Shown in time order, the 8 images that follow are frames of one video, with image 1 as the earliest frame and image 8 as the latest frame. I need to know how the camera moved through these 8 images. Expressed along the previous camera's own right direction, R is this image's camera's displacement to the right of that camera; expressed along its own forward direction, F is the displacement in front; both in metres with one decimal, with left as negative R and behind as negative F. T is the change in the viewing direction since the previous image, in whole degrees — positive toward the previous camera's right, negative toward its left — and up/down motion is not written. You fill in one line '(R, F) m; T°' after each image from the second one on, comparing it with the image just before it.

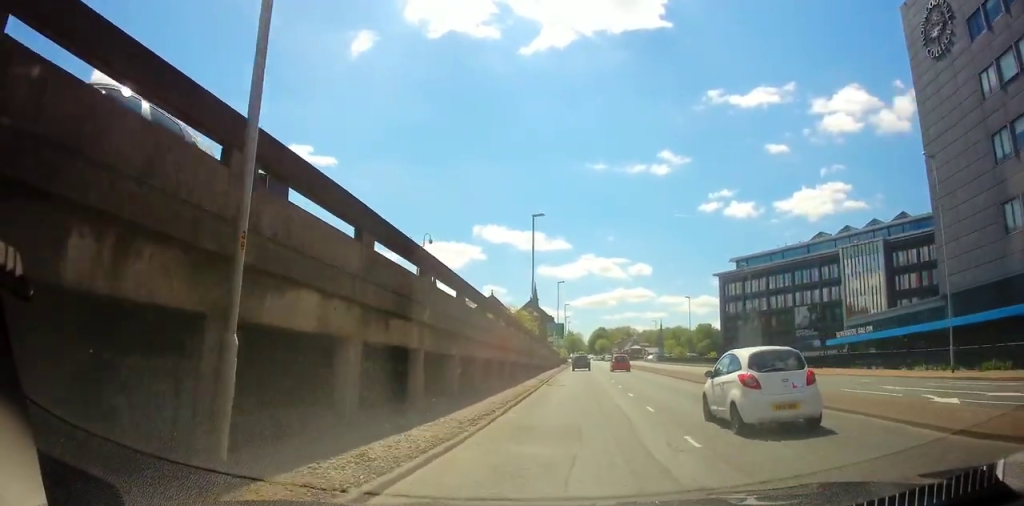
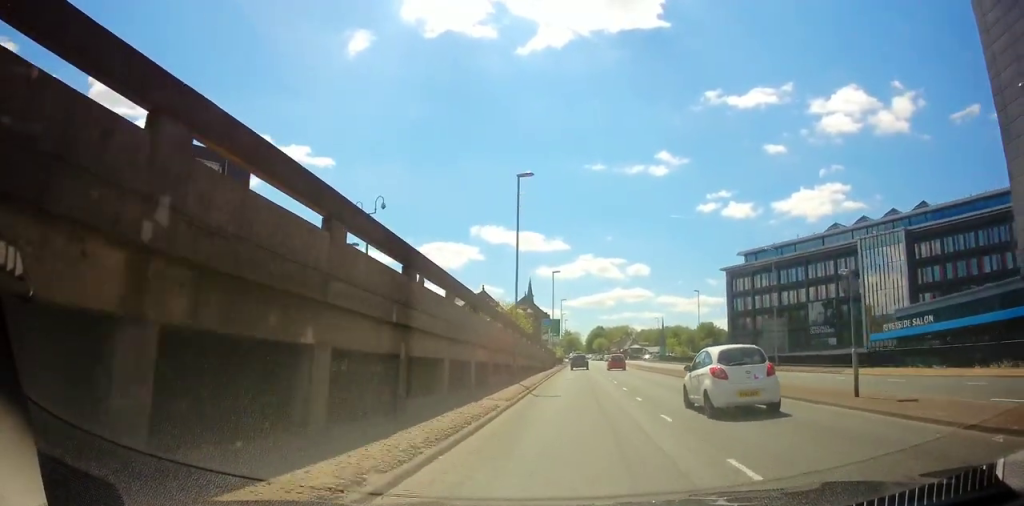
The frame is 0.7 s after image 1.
(0.0, +8.1) m; 0°
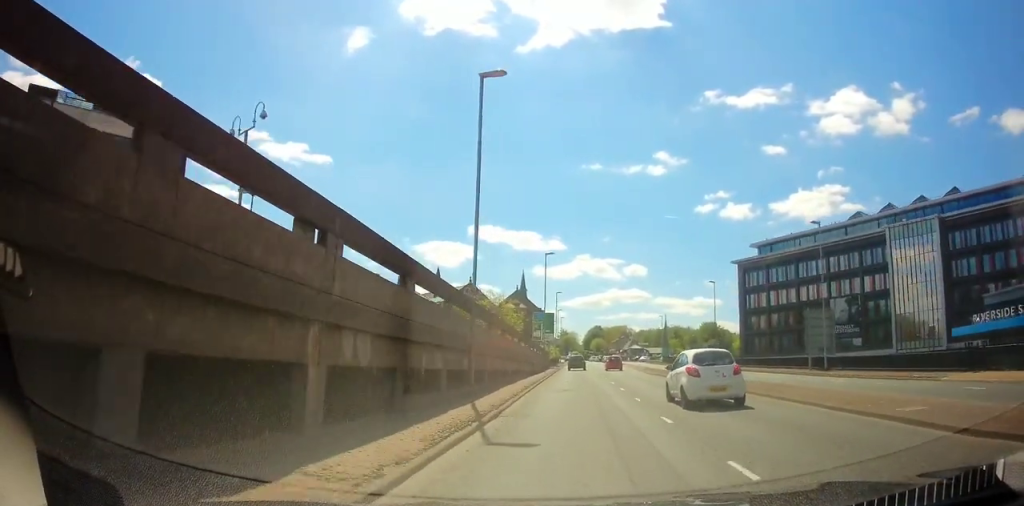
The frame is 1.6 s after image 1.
(0.0, +11.6) m; 0°
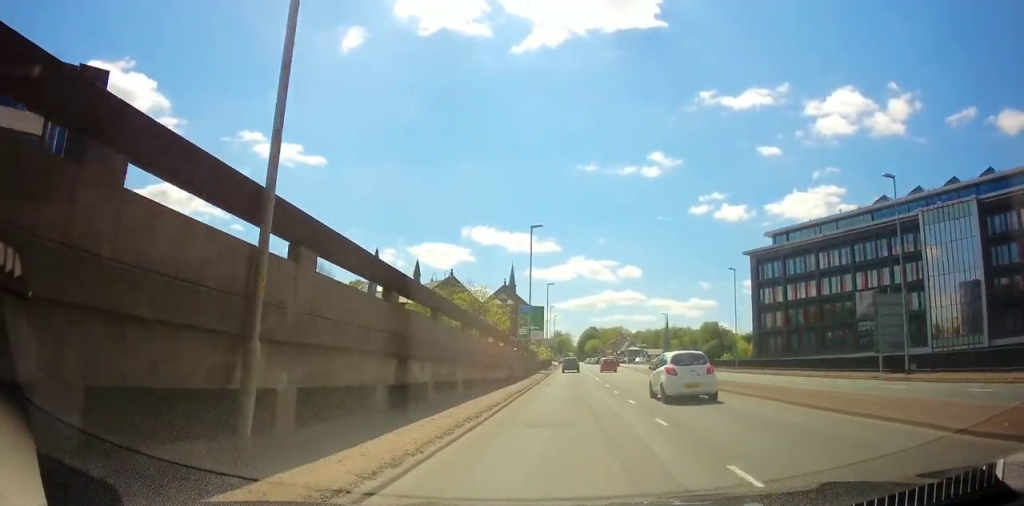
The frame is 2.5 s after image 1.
(0.0, +11.6) m; 0°
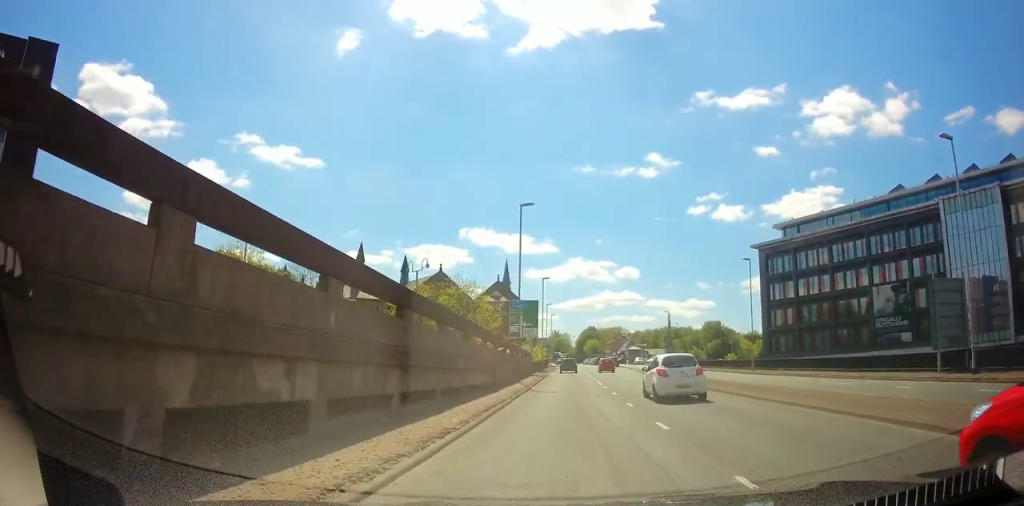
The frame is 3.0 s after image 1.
(+0.1, +6.1) m; 0°
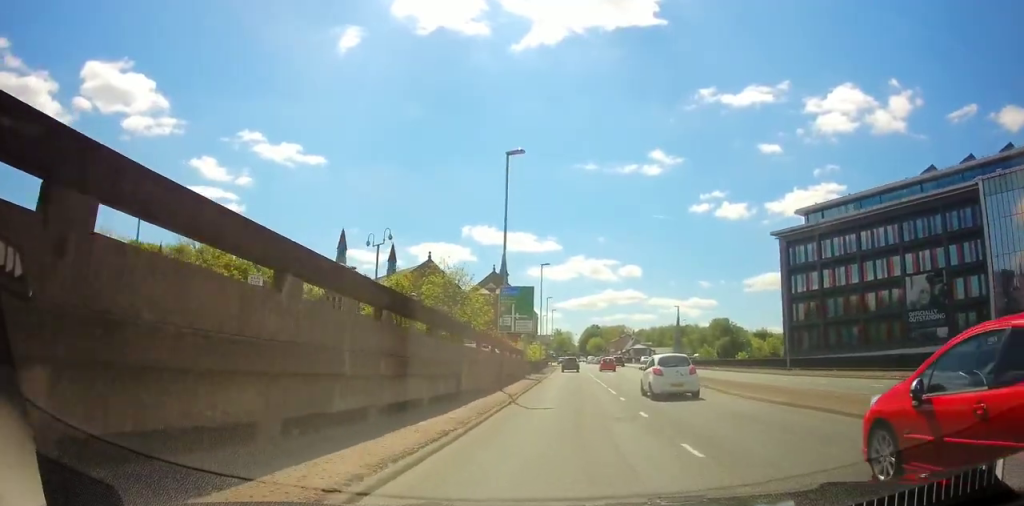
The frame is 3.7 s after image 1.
(+0.1, +8.5) m; 0°
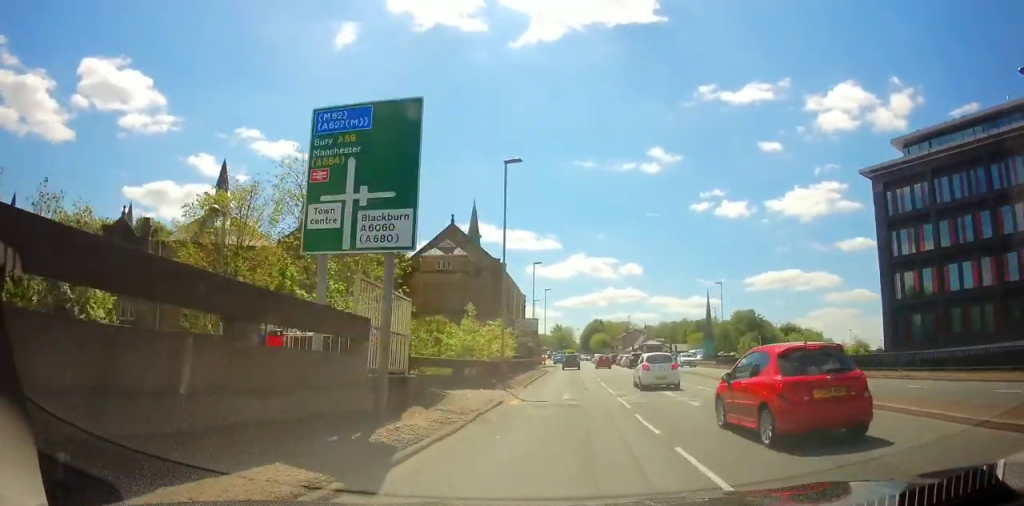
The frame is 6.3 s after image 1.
(0.0, +29.4) m; 0°
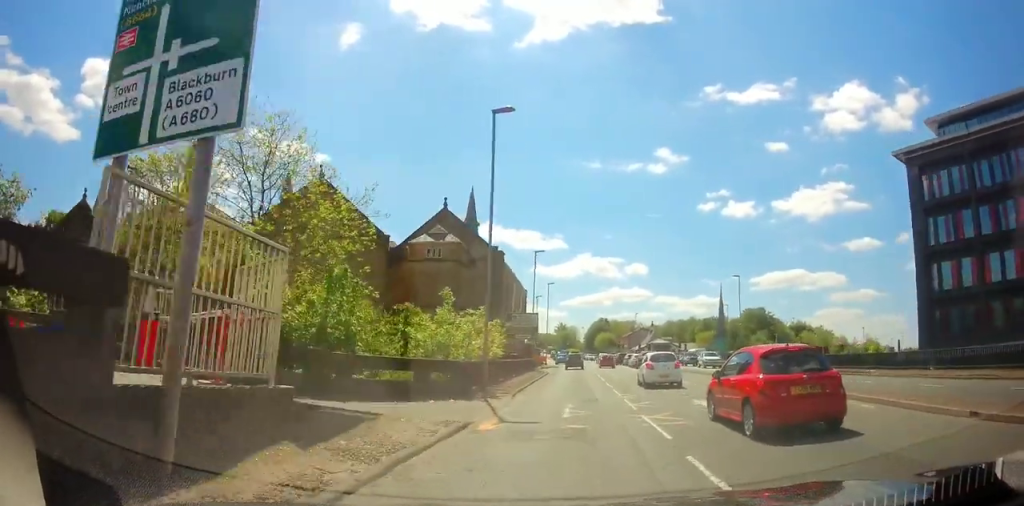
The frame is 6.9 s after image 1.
(0.0, +5.9) m; 0°
